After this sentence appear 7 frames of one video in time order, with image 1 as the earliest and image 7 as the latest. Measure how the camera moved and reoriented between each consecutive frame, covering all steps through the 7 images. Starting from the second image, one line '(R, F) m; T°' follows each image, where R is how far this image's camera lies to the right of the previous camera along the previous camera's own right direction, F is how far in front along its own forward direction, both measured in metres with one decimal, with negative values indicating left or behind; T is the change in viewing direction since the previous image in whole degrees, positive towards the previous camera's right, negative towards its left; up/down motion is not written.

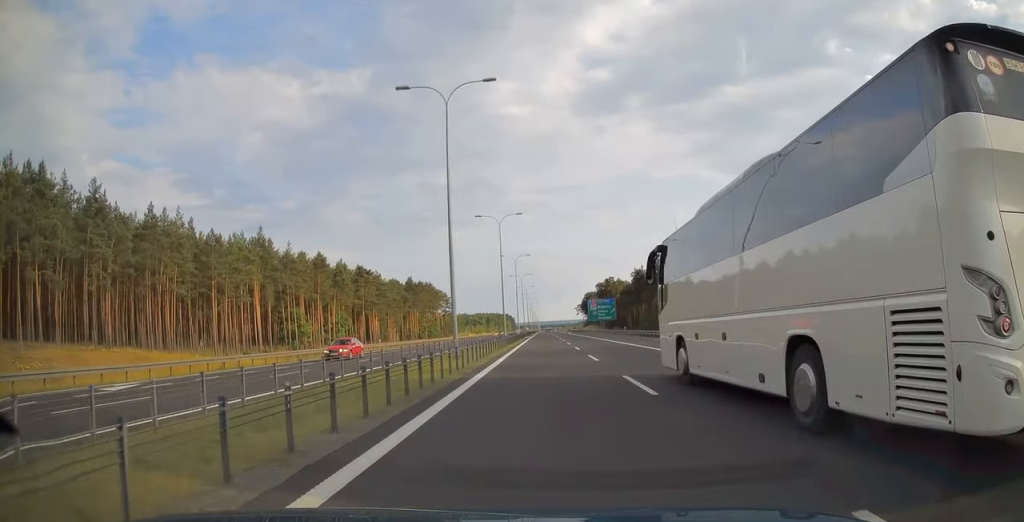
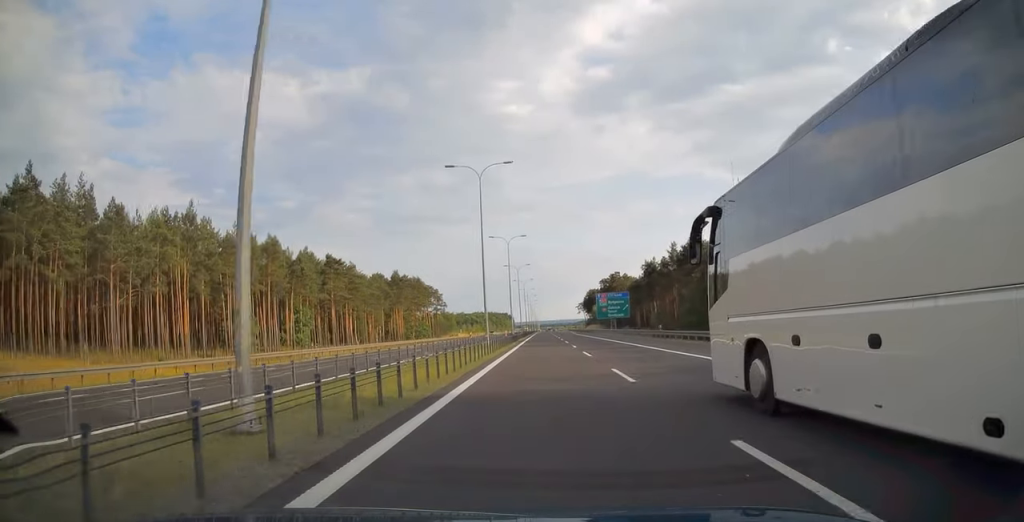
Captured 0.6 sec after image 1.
(0.0, +21.5) m; 0°
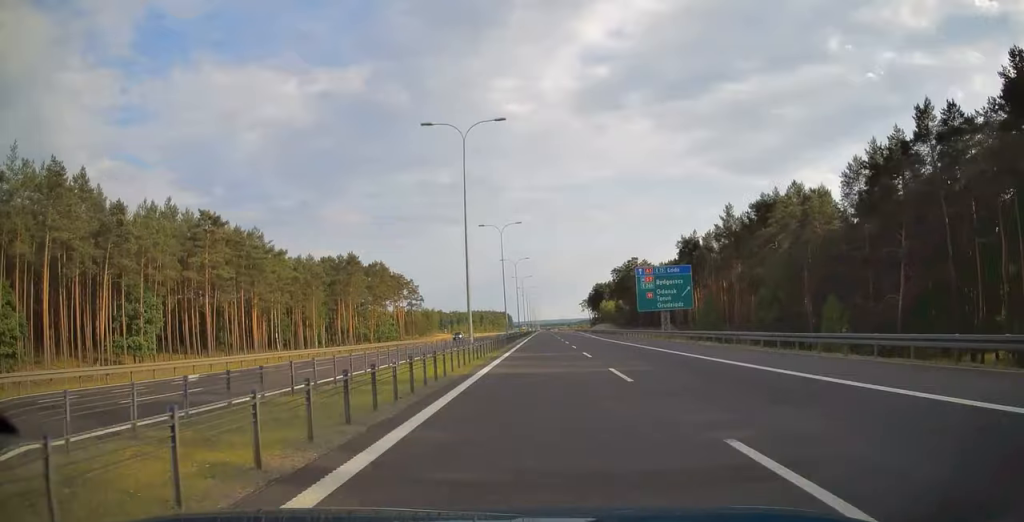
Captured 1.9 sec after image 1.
(+0.1, +48.2) m; 0°
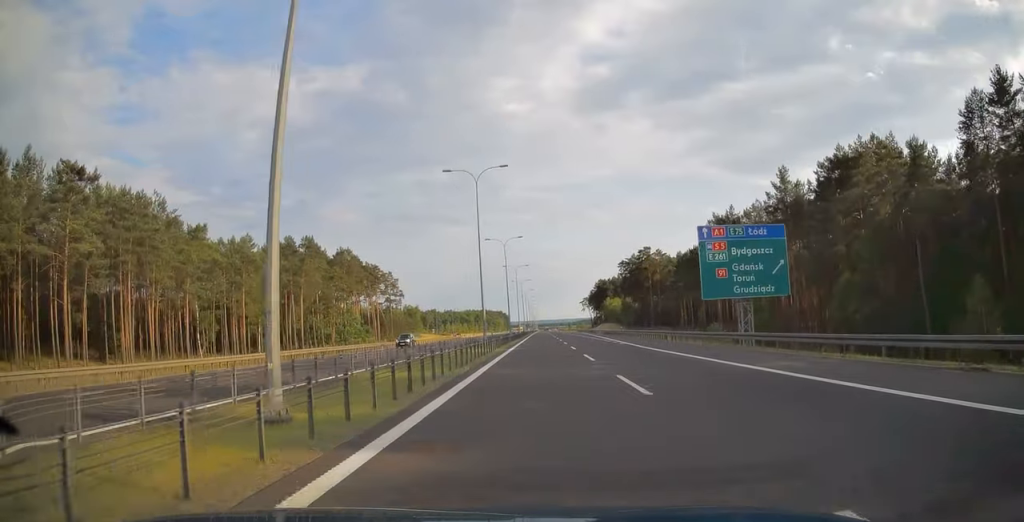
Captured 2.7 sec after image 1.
(-0.1, +26.7) m; 0°
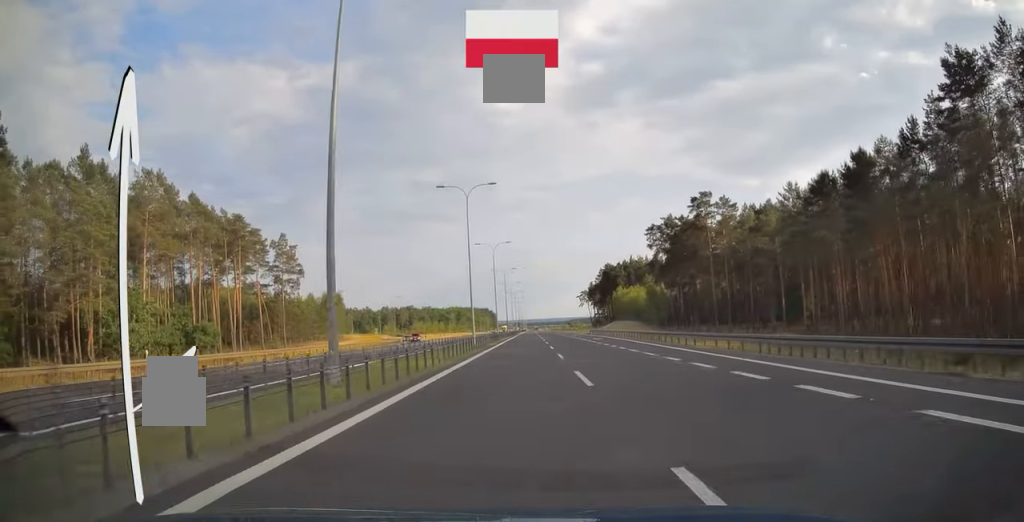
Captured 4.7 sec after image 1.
(+0.3, +70.5) m; +1°
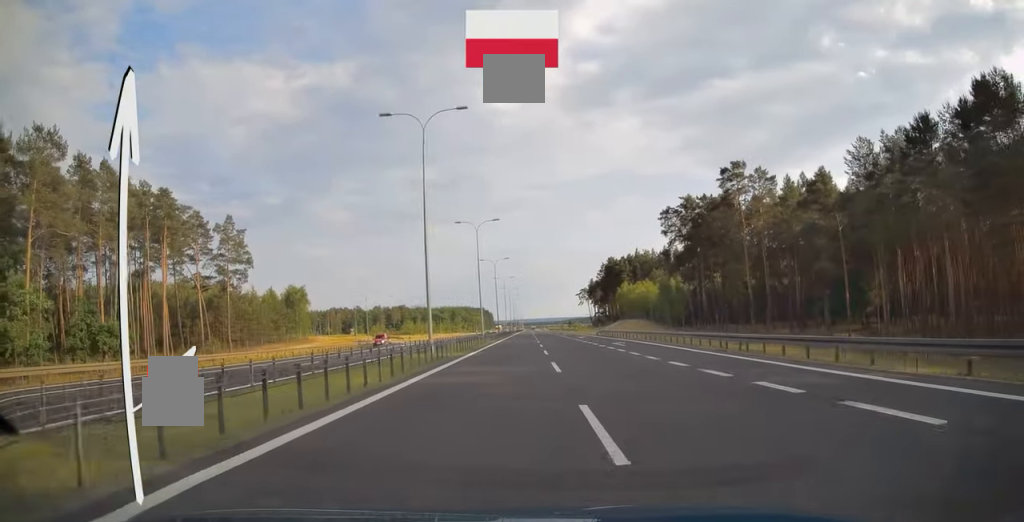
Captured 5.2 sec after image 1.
(0.0, +19.5) m; 0°
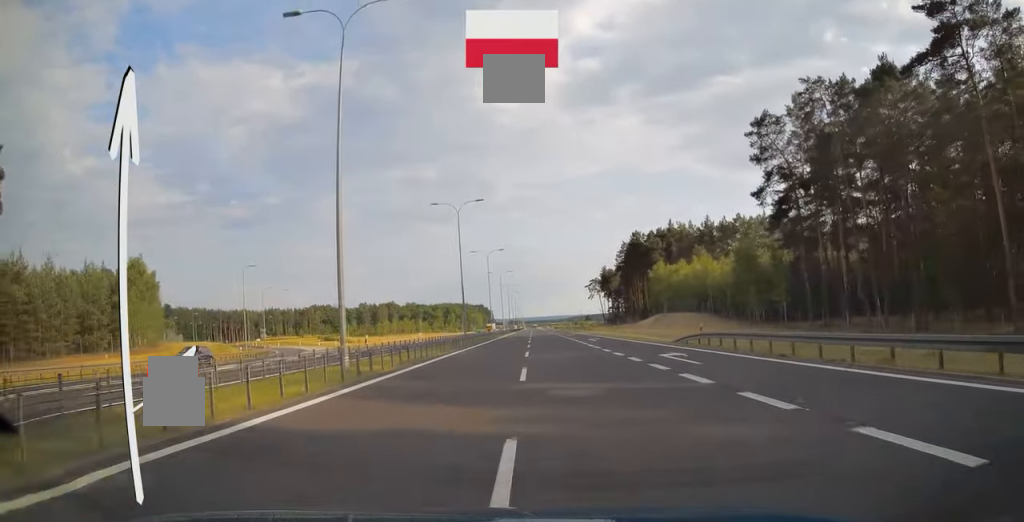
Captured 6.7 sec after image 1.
(+0.2, +51.5) m; 0°
